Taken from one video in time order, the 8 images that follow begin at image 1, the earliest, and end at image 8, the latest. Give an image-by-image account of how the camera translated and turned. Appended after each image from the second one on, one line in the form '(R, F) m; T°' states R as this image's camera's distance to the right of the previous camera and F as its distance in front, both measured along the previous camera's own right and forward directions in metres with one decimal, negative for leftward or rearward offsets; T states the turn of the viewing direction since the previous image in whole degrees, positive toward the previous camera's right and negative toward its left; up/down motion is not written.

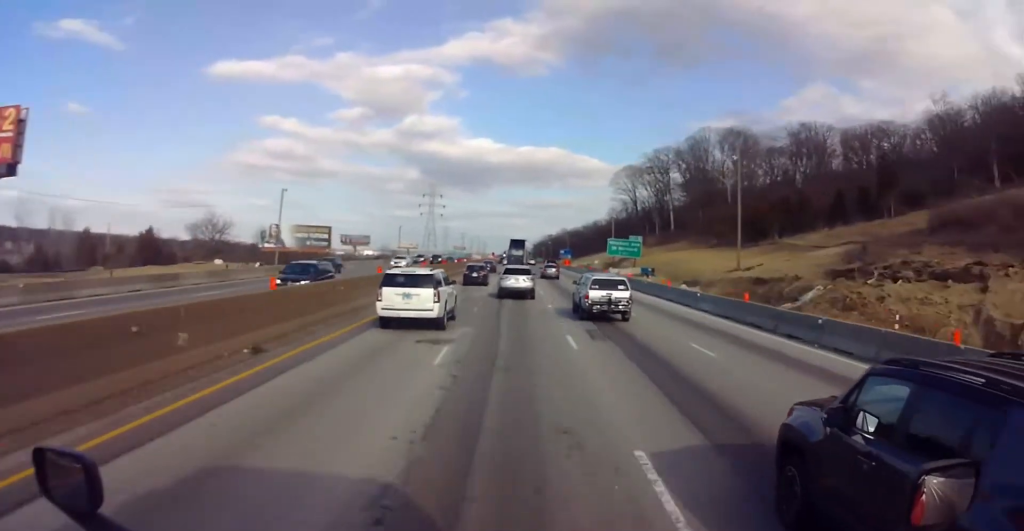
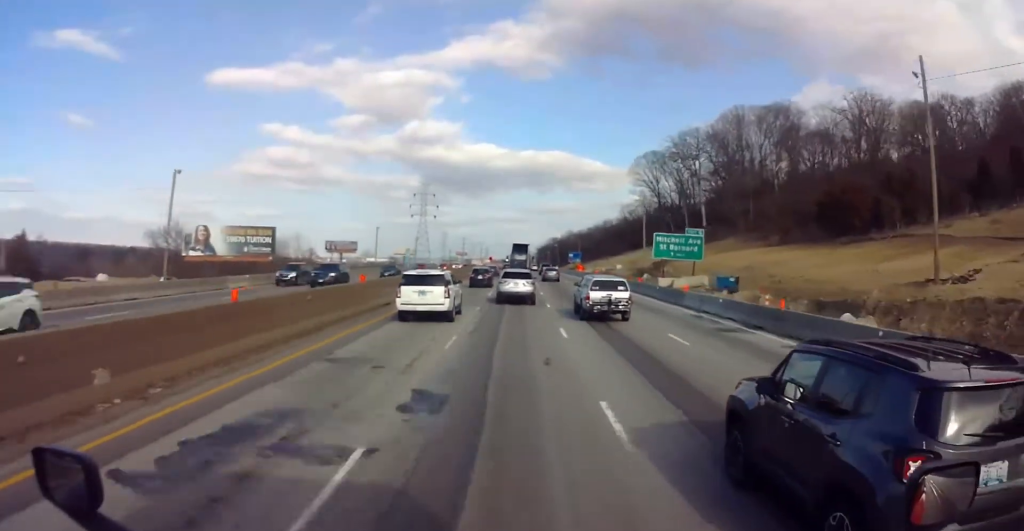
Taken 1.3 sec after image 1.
(-0.2, +33.8) m; 0°
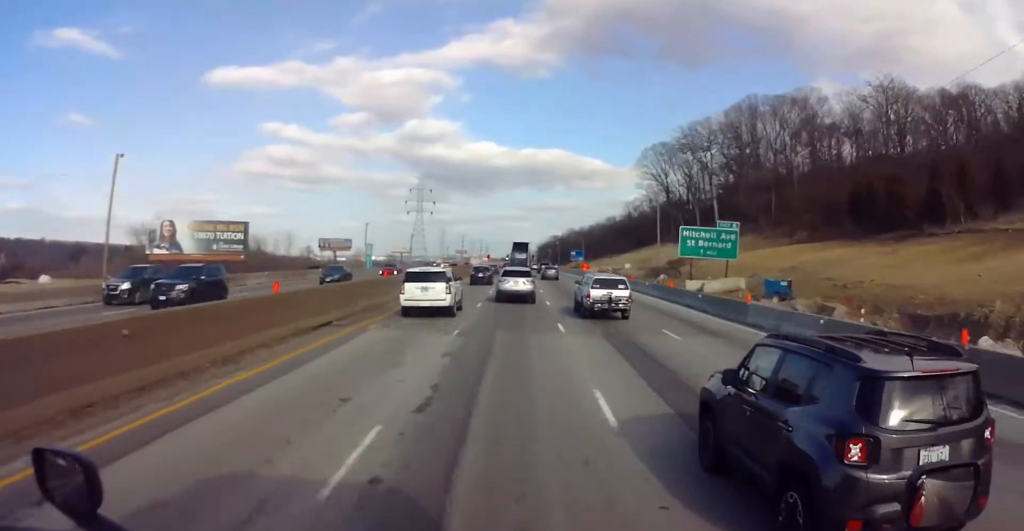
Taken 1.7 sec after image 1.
(+0.1, +11.3) m; 0°
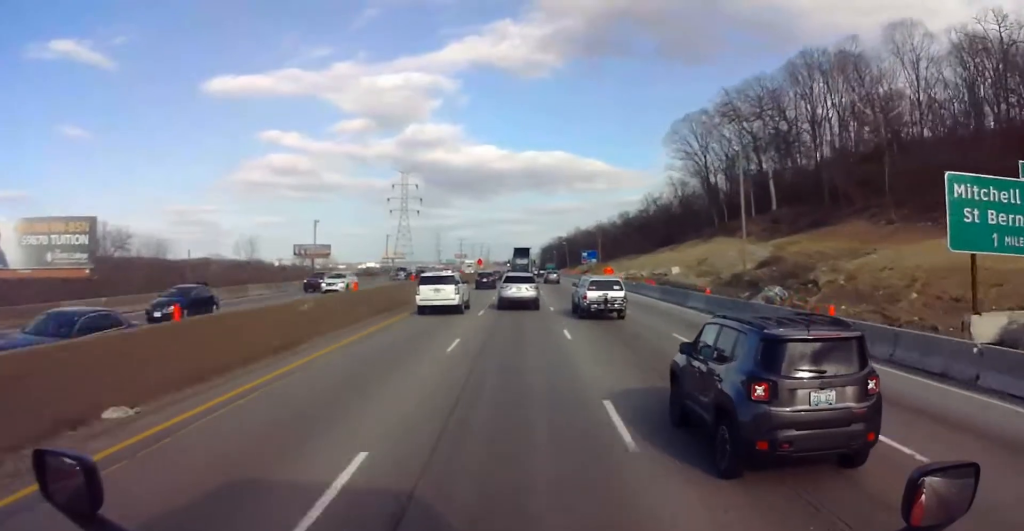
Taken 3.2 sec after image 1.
(-0.1, +38.0) m; +1°
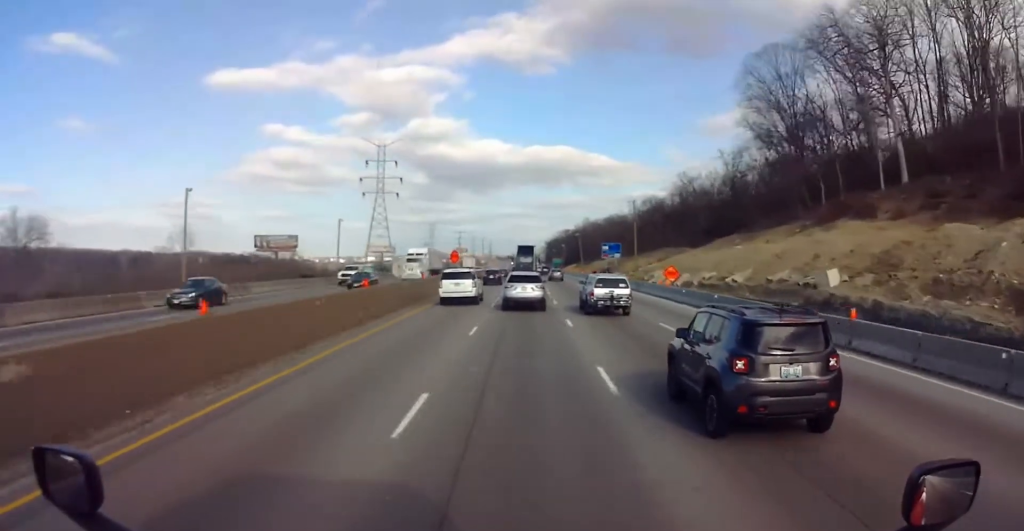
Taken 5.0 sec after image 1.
(-0.2, +45.4) m; -2°
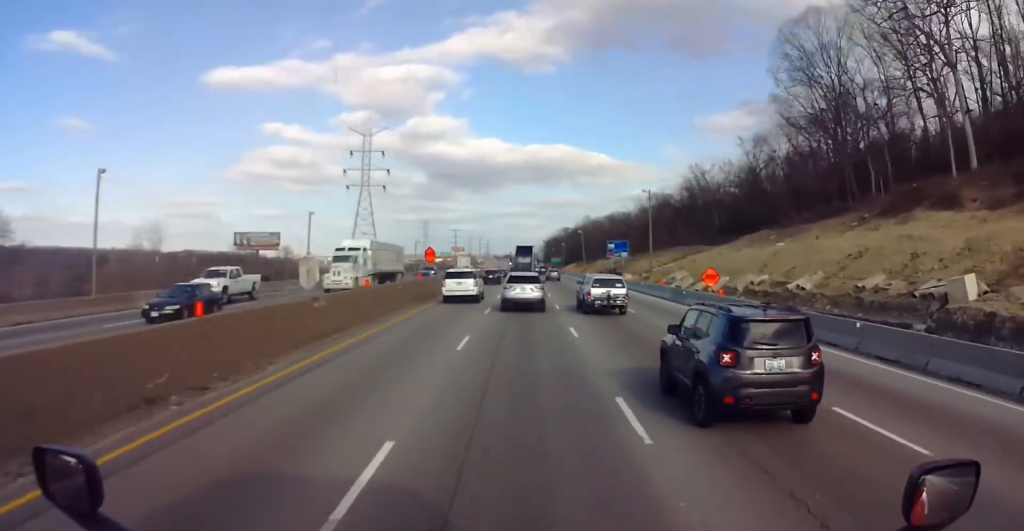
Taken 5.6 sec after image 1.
(-0.2, +15.4) m; 0°
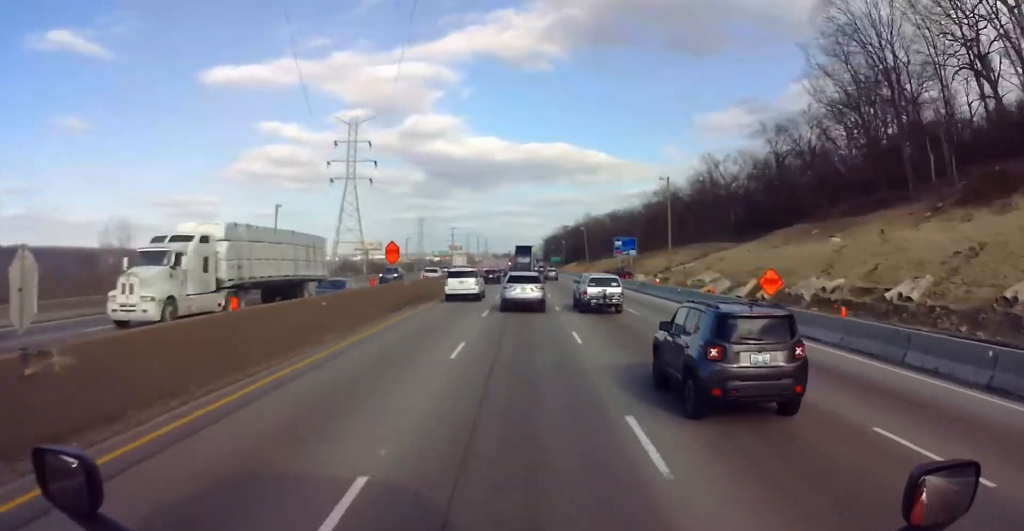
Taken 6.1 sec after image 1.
(-0.2, +13.7) m; 0°
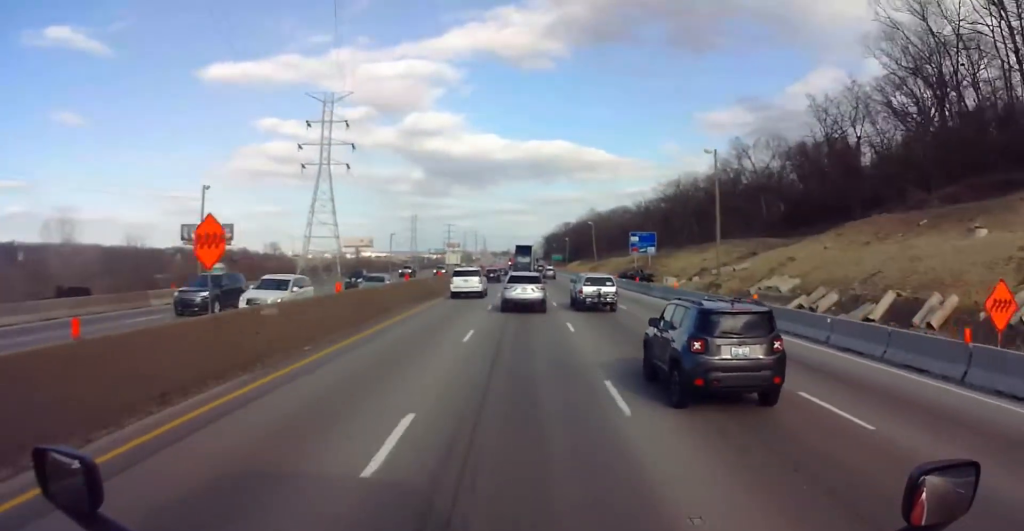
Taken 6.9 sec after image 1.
(+0.2, +21.4) m; +1°
